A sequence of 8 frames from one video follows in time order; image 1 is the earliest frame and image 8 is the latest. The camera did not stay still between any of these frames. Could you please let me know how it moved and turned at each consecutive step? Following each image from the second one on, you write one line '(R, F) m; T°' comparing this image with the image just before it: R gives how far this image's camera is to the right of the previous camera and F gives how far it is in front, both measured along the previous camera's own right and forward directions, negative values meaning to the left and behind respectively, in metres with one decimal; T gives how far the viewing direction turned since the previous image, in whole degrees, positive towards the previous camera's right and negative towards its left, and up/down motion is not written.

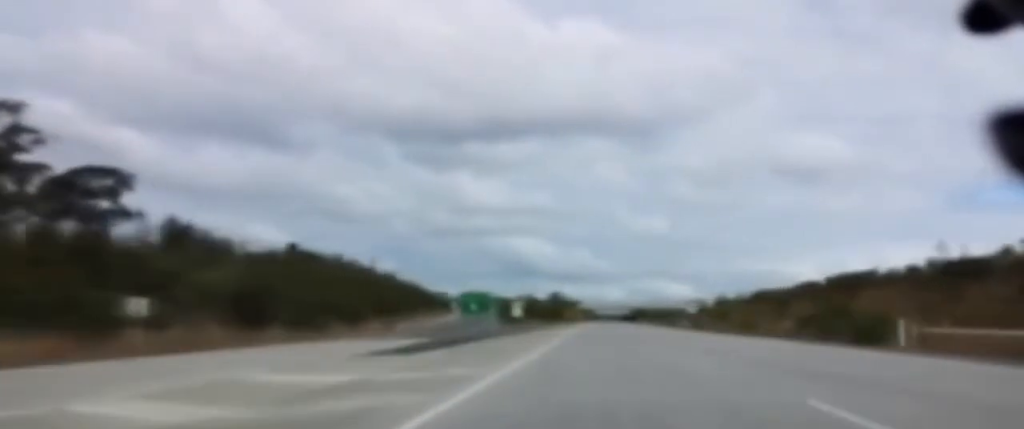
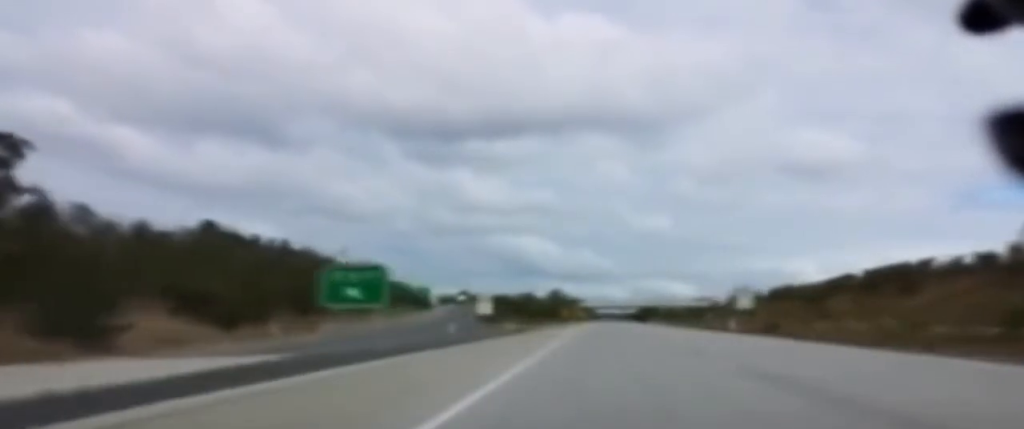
(0.0, +27.7) m; 0°
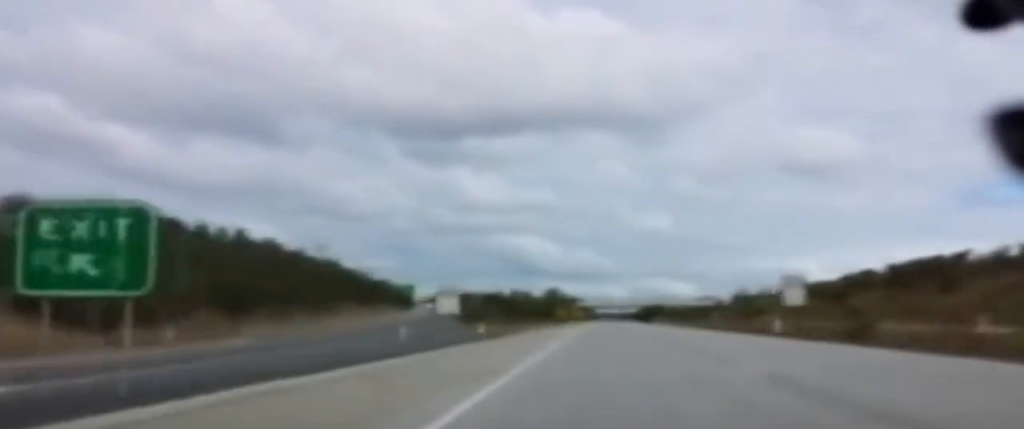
(0.0, +14.1) m; 0°
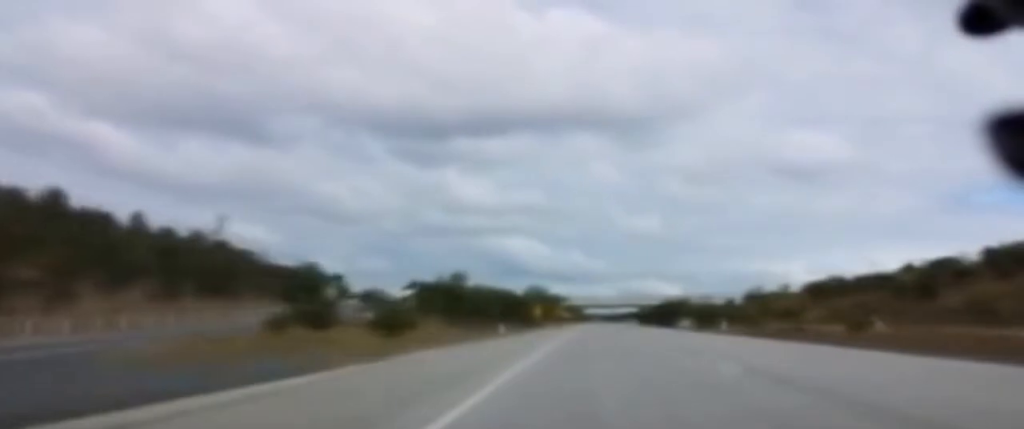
(+0.2, +47.8) m; 0°
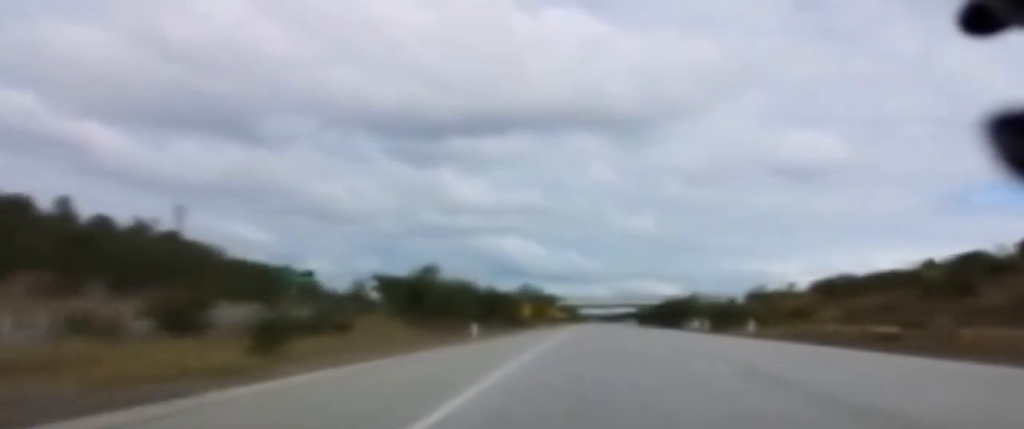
(0.0, +11.6) m; 0°
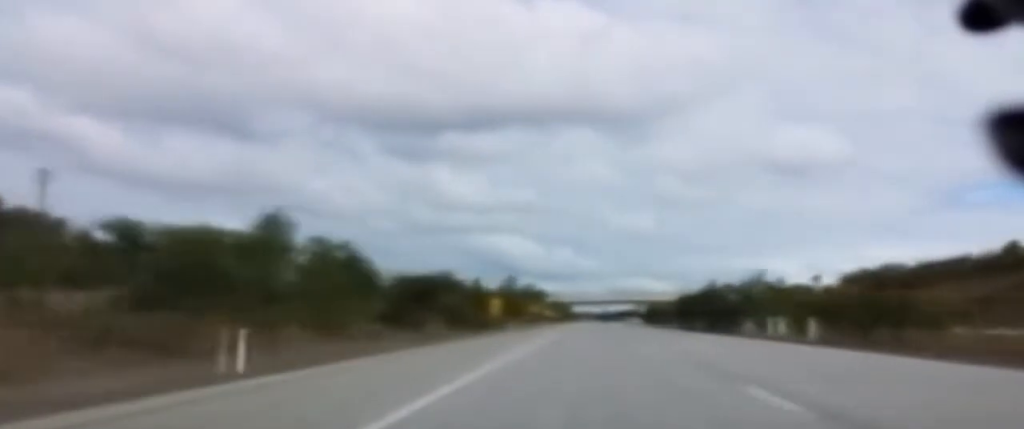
(+0.1, +31.0) m; +1°
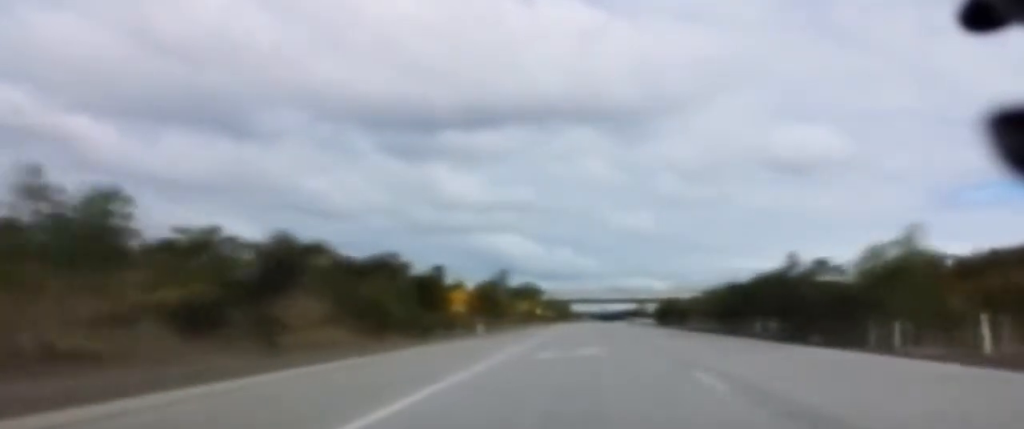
(+0.1, +21.4) m; 0°
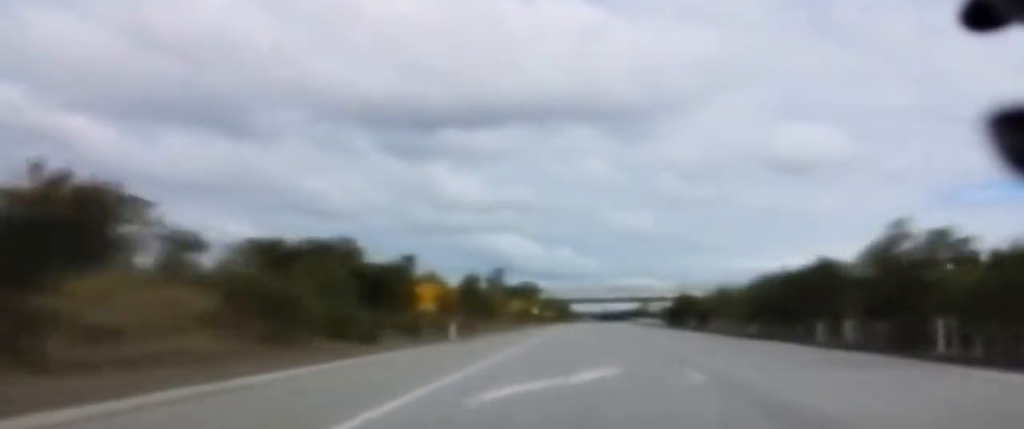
(0.0, +10.9) m; 0°
